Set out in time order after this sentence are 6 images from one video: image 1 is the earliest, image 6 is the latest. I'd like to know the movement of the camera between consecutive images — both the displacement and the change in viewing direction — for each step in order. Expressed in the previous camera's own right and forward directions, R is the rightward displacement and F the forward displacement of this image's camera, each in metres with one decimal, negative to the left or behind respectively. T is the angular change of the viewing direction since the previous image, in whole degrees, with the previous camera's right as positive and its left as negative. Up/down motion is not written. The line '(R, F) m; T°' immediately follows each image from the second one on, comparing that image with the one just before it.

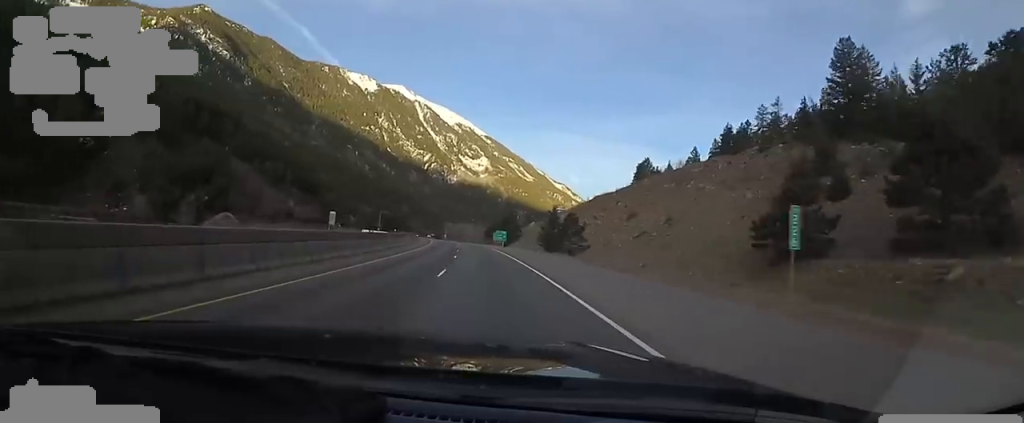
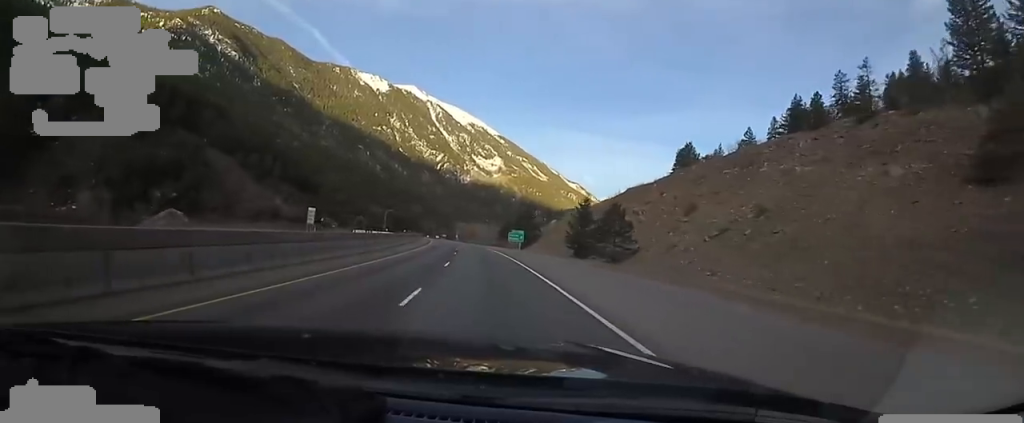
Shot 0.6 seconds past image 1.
(+0.1, +19.0) m; -1°
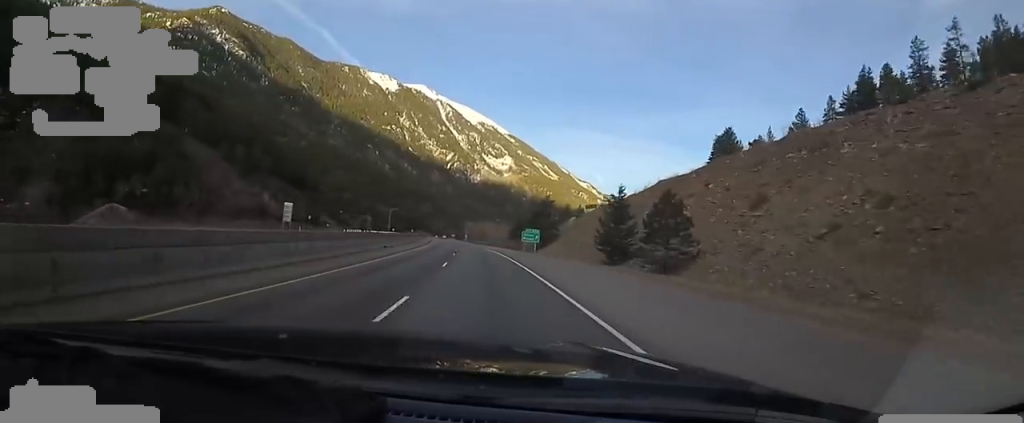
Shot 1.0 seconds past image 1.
(+0.1, +13.7) m; -1°
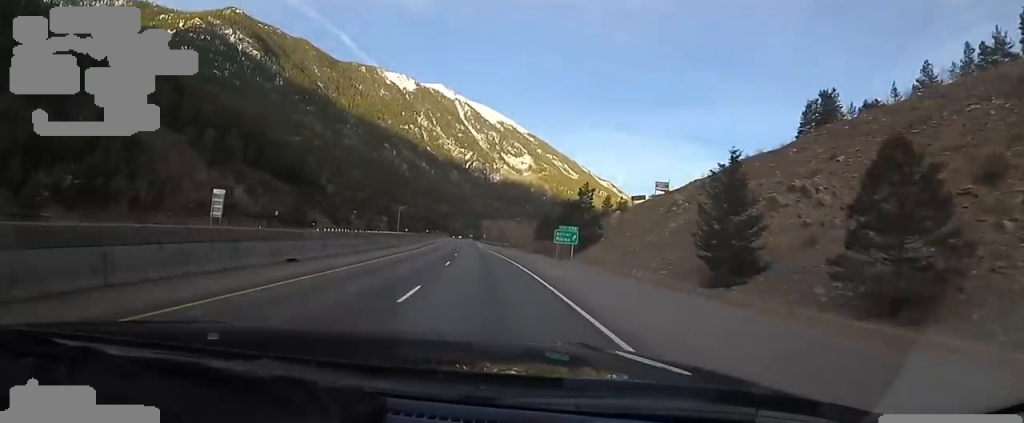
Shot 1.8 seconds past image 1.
(-0.8, +23.4) m; -4°
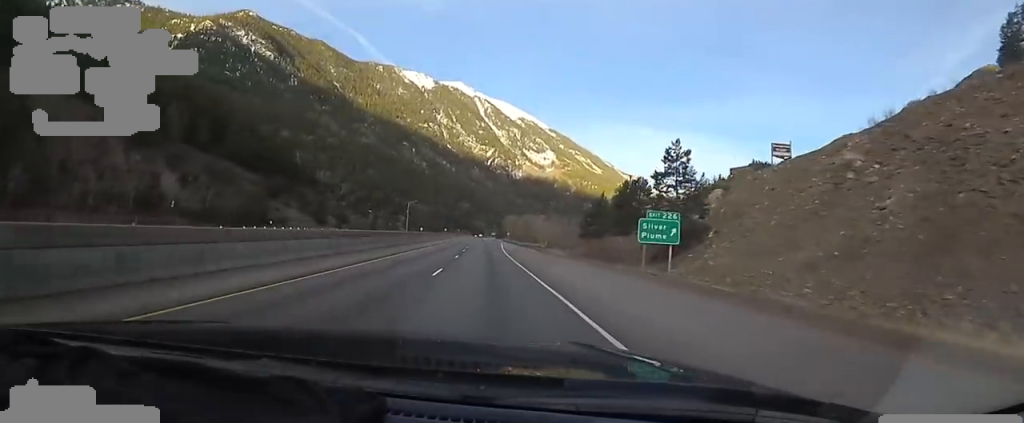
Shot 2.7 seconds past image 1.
(-1.2, +31.1) m; -5°
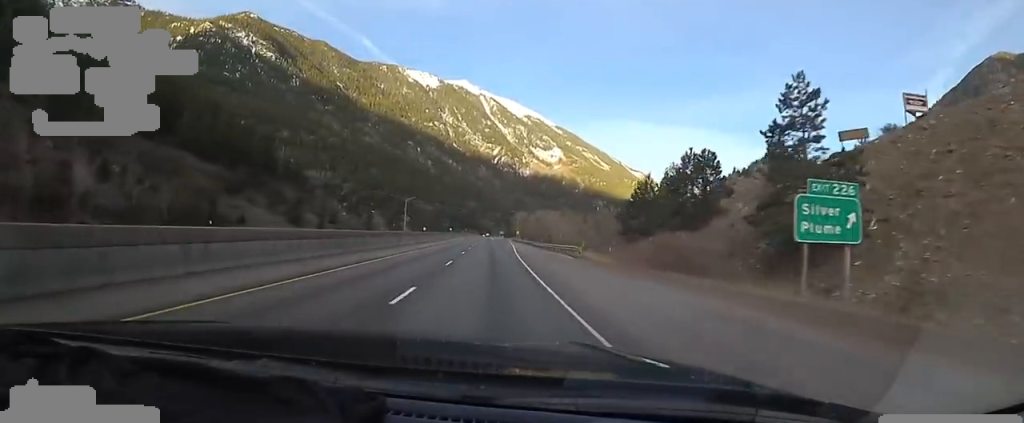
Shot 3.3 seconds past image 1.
(-0.8, +19.3) m; -1°
